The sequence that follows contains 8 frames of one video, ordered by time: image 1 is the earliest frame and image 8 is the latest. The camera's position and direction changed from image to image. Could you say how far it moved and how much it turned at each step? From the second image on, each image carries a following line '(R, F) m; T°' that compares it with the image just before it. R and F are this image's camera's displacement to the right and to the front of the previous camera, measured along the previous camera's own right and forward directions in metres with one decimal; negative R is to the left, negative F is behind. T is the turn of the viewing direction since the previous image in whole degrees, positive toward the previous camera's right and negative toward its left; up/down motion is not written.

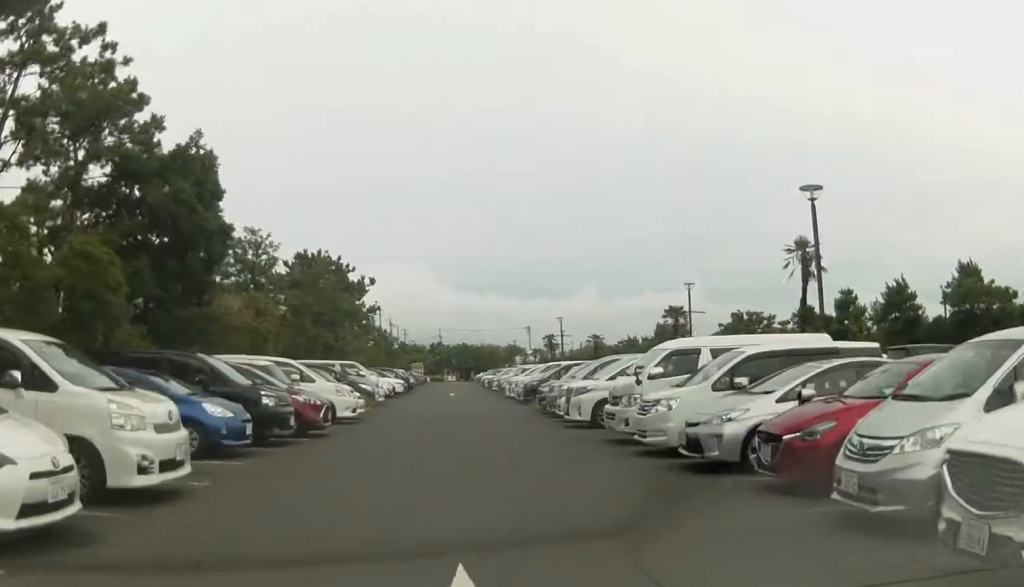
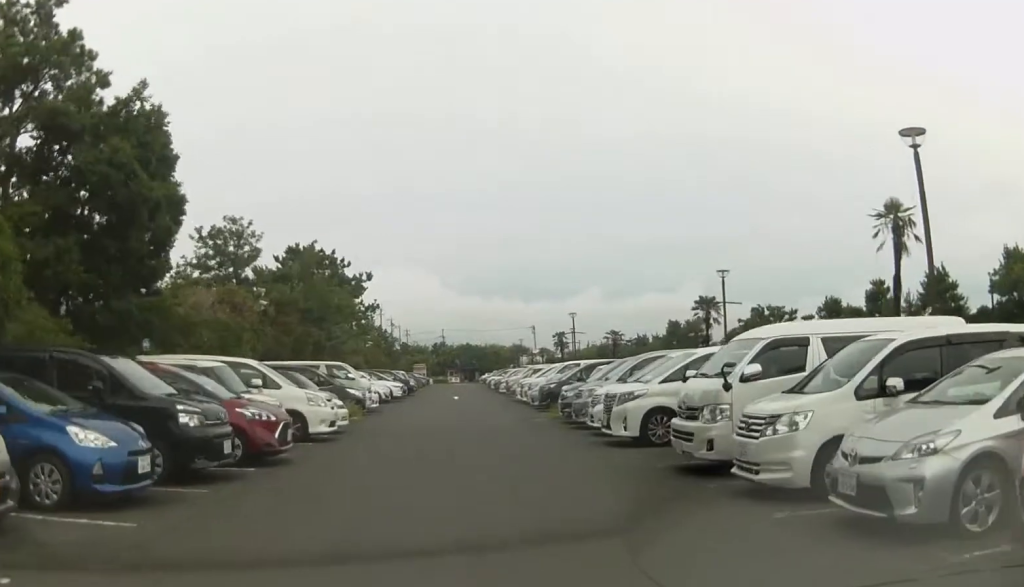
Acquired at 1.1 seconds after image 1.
(0.0, +5.9) m; -2°
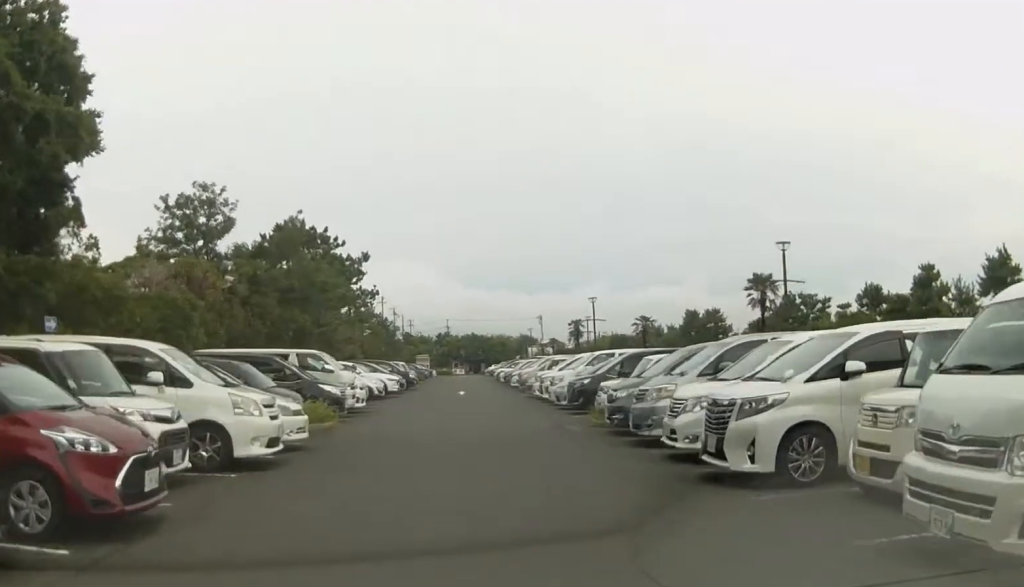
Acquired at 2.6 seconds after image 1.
(-0.3, +7.1) m; -4°
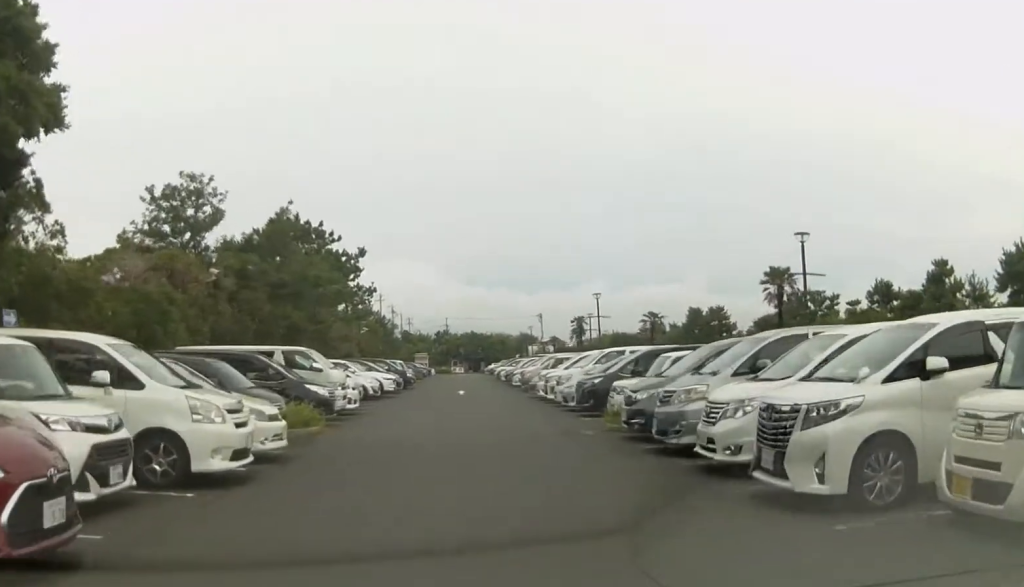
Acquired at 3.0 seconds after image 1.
(0.0, +1.7) m; -1°
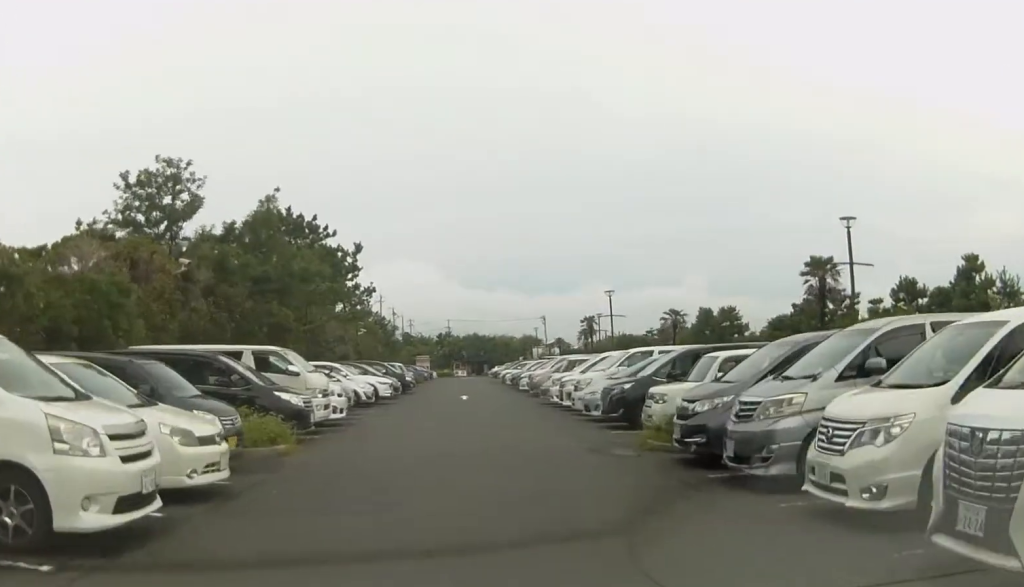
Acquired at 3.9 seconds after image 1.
(-0.1, +3.0) m; +2°
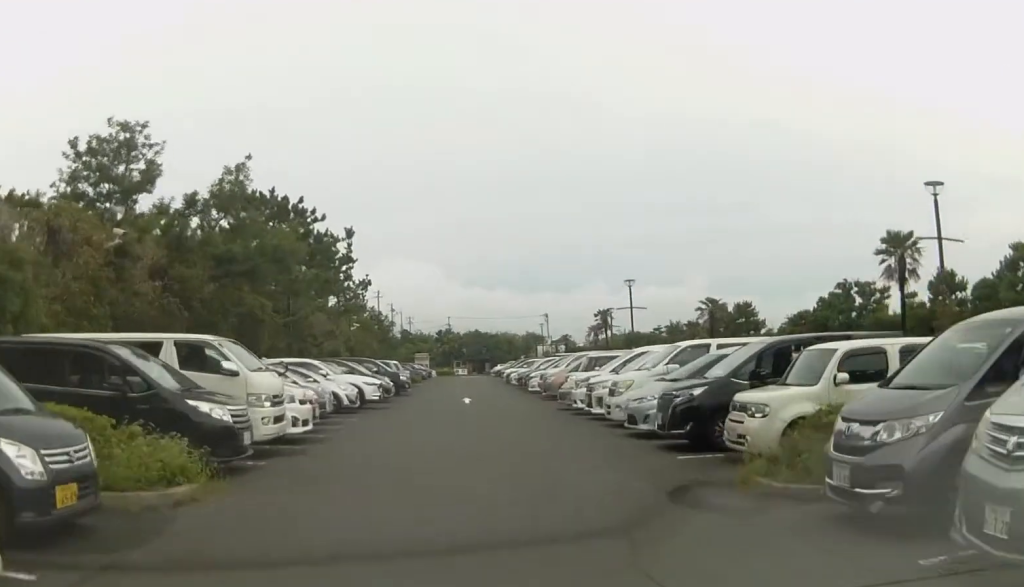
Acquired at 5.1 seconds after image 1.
(+0.3, +4.6) m; +4°
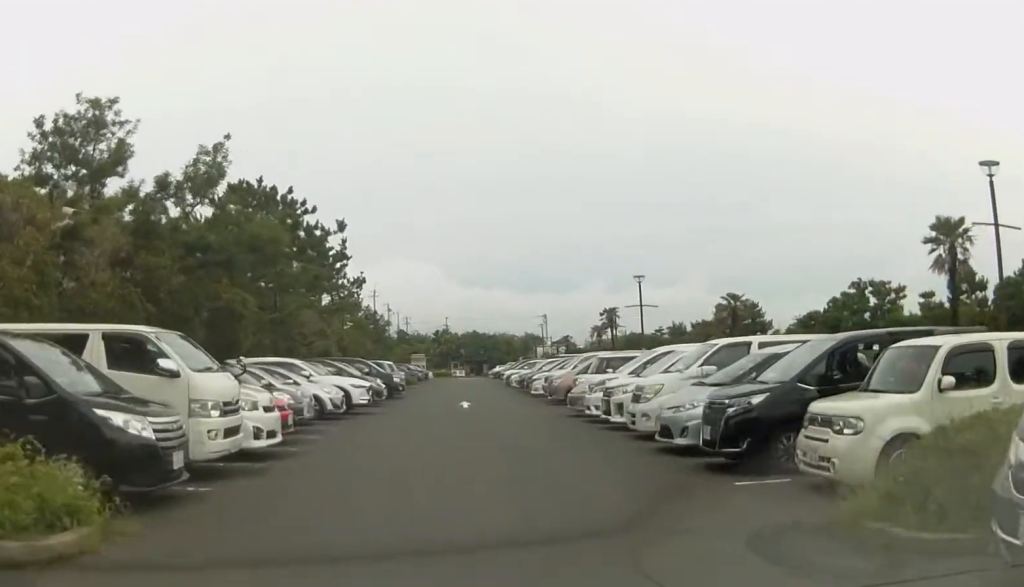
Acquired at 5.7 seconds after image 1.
(0.0, +2.6) m; -3°
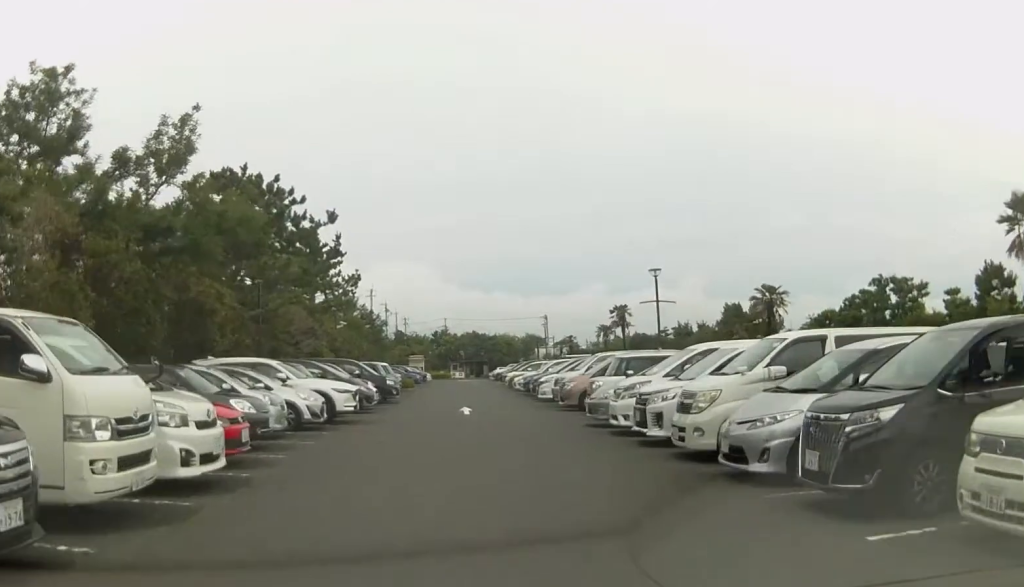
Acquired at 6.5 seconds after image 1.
(-0.1, +3.3) m; -1°
